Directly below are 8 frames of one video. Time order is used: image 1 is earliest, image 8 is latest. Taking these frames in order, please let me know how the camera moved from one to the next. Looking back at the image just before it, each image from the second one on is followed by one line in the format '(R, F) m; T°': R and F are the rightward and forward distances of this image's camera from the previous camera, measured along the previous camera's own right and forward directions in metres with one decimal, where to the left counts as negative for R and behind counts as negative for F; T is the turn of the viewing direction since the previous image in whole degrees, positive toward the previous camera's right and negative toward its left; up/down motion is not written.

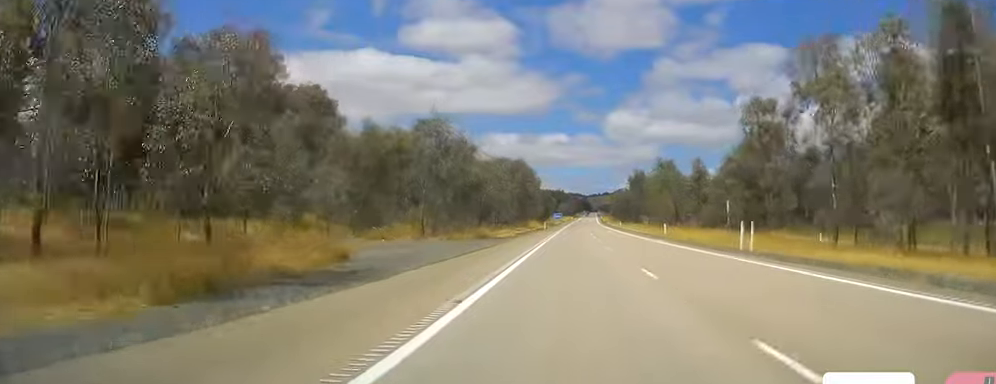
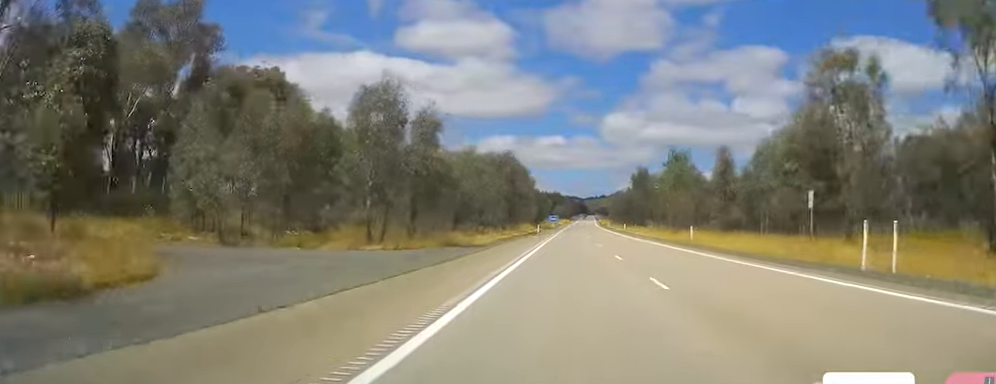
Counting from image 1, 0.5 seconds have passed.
(-0.2, +14.3) m; +1°
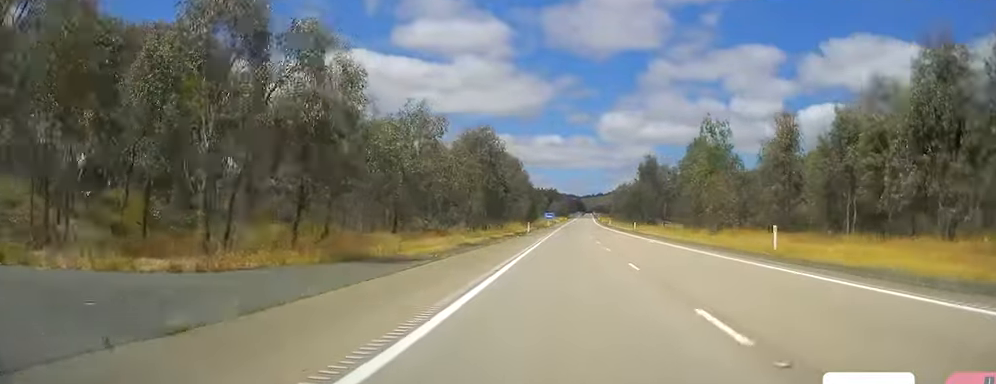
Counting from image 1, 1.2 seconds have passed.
(+0.6, +19.0) m; +1°
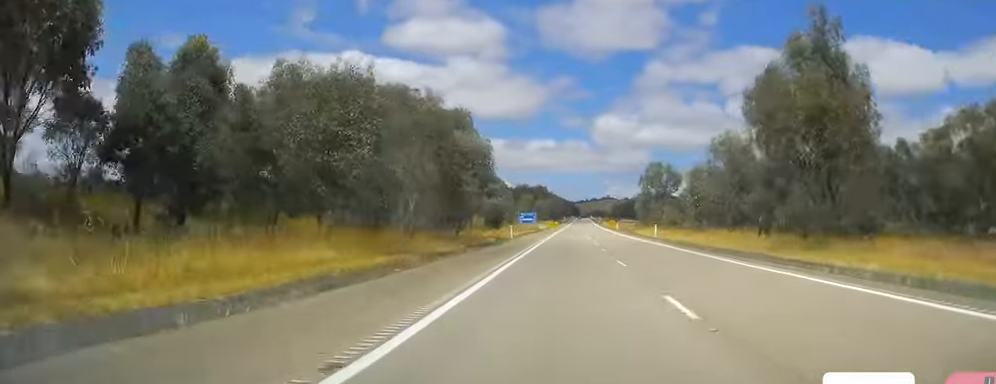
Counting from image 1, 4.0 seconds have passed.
(+1.0, +81.7) m; +2°
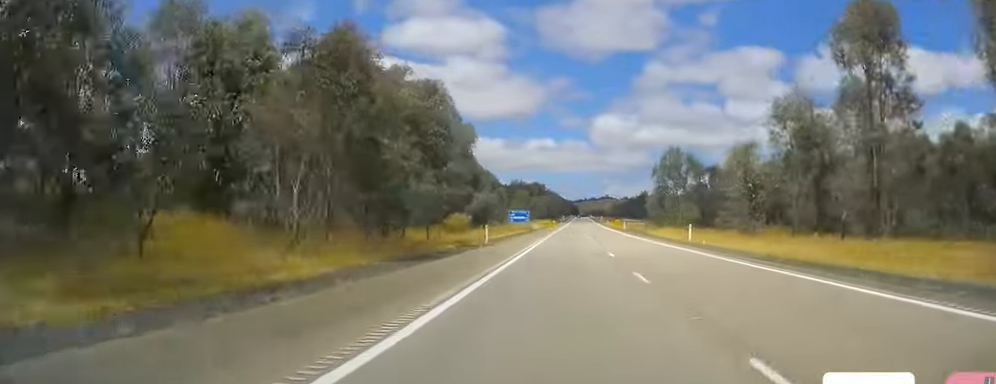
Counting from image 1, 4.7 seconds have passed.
(+0.1, +18.1) m; -1°
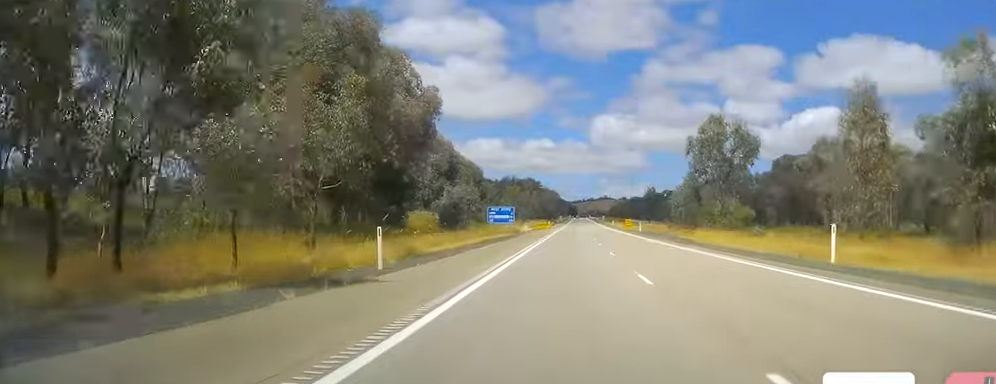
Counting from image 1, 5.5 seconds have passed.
(-0.7, +24.7) m; -2°
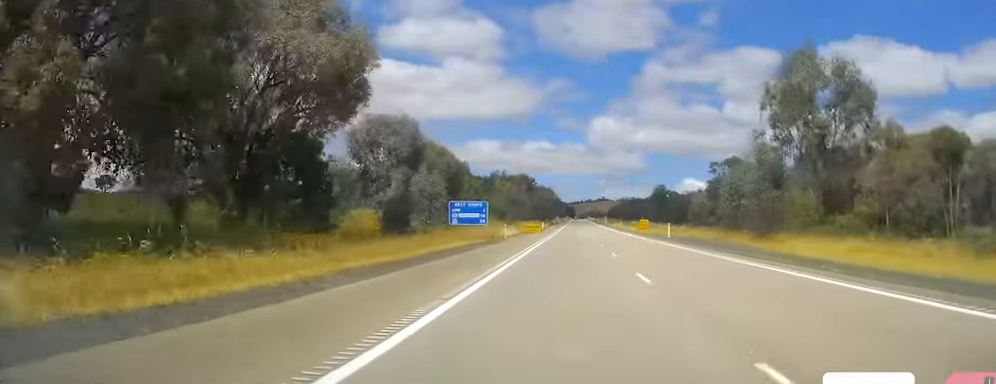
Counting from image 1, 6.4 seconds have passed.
(0.0, +23.9) m; 0°
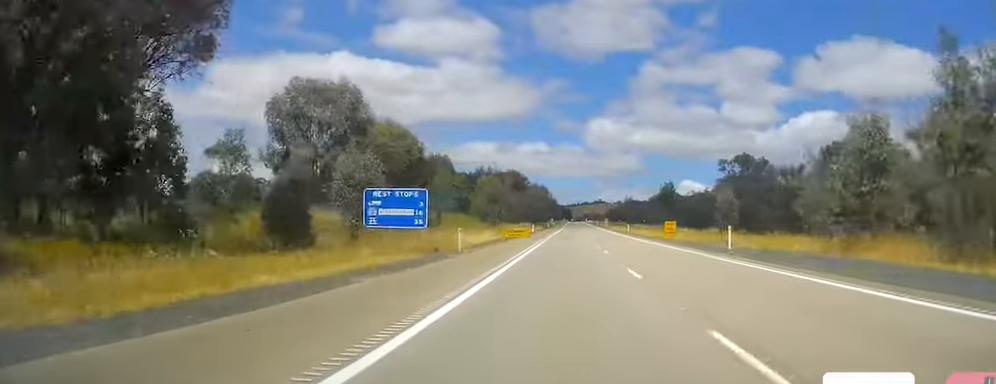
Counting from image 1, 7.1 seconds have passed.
(0.0, +21.9) m; 0°
